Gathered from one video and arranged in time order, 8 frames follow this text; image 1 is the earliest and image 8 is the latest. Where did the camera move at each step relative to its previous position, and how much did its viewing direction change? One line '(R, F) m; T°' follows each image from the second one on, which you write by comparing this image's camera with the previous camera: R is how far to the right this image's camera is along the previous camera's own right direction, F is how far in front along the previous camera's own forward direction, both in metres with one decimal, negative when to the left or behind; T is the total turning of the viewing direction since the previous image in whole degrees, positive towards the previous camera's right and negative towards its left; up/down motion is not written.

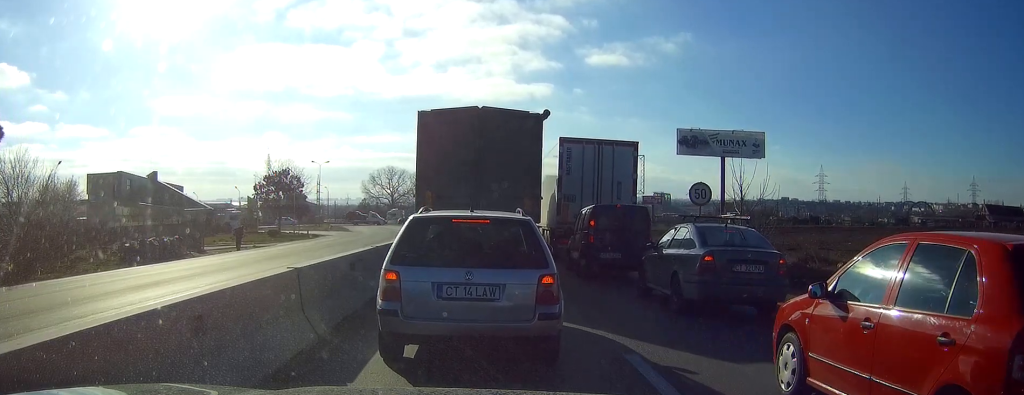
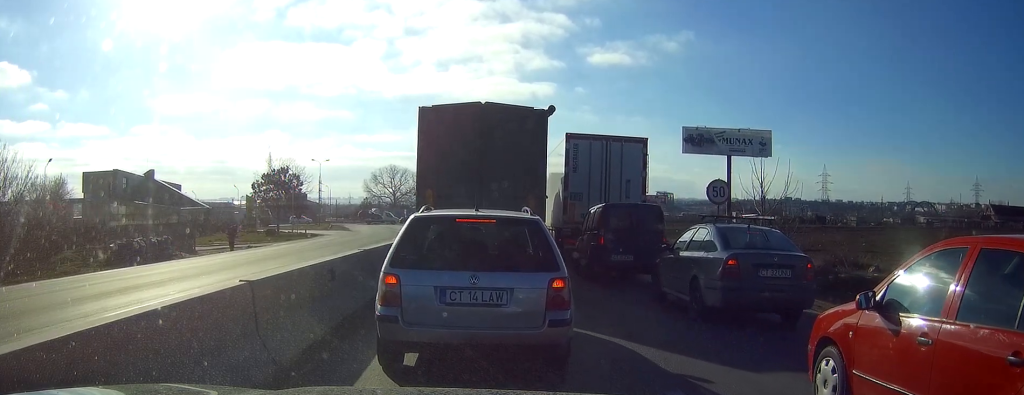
(+0.4, +1.5) m; +1°
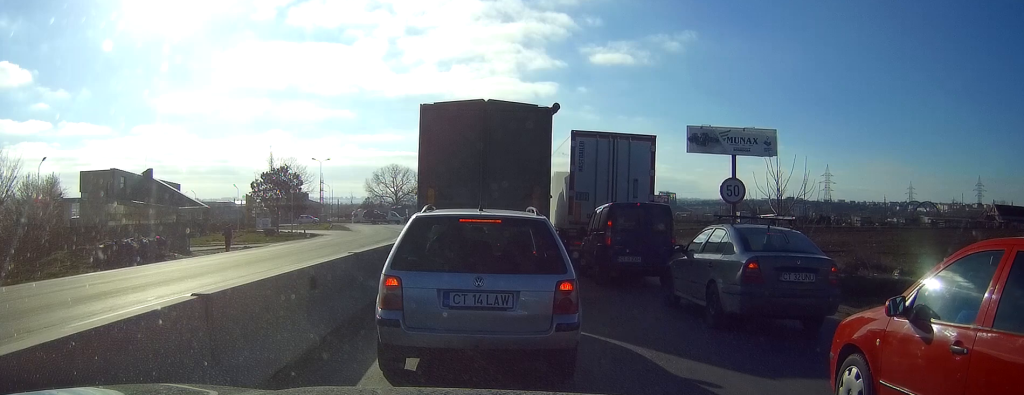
(0.0, +1.1) m; 0°
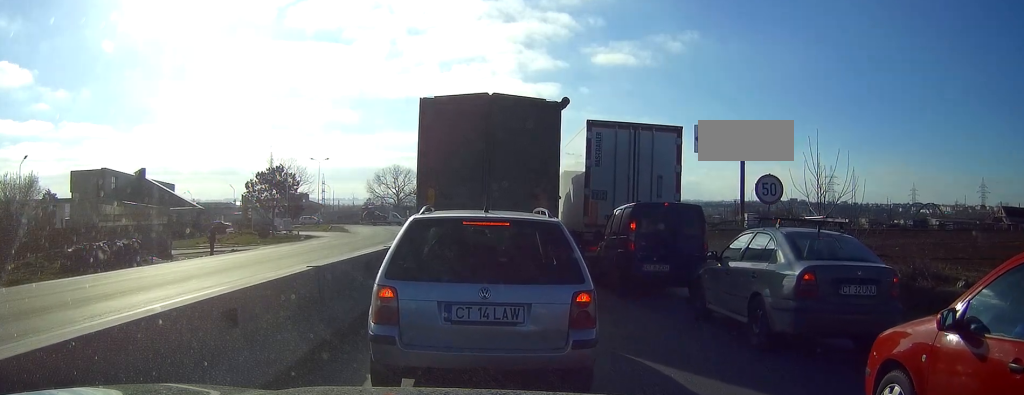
(-0.4, +2.7) m; 0°
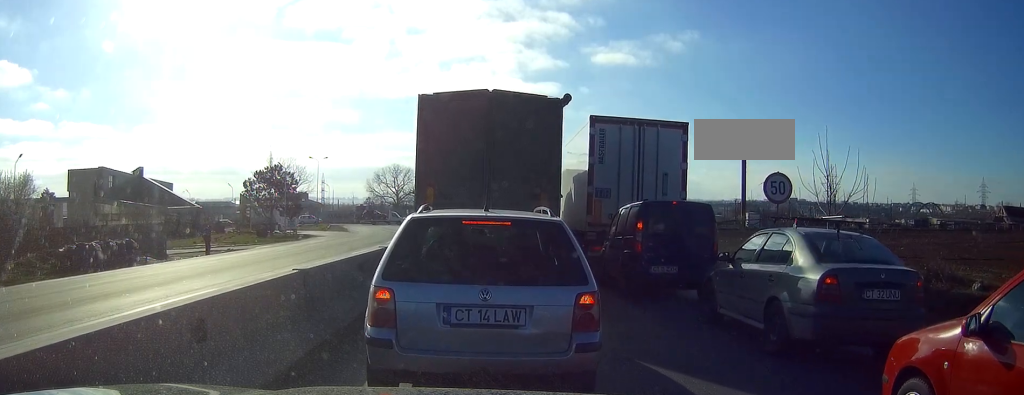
(-0.1, +0.5) m; 0°
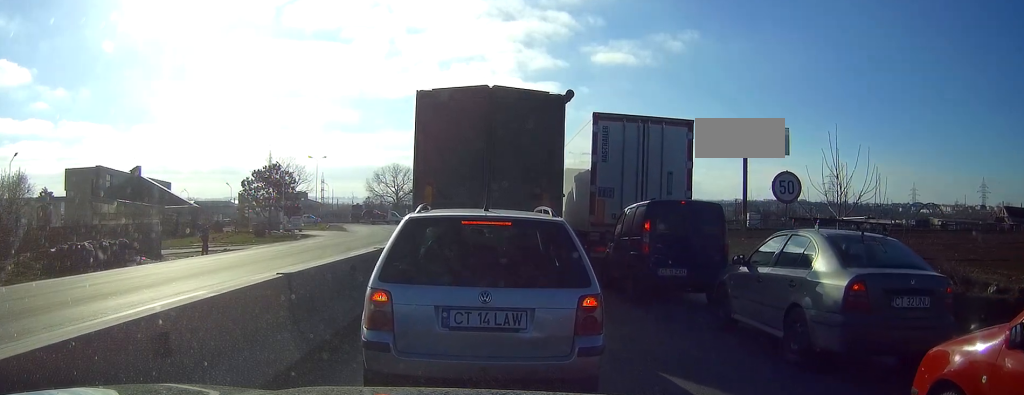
(-0.1, +0.6) m; 0°
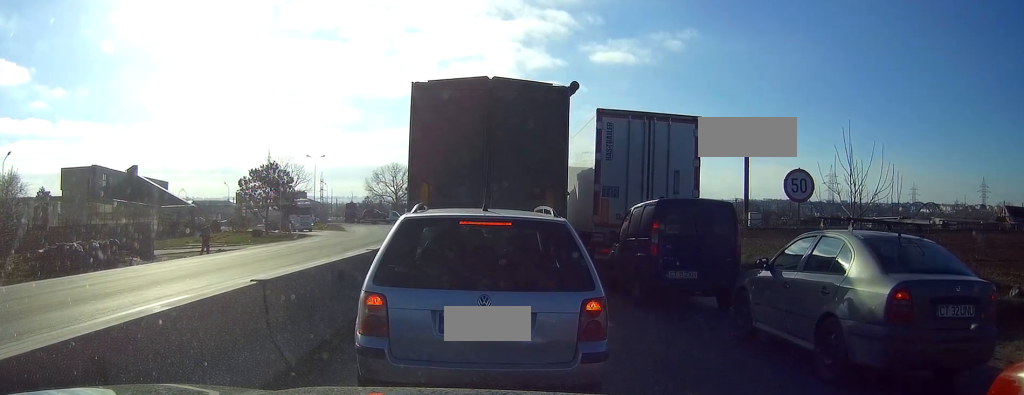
(-0.1, +0.8) m; 0°
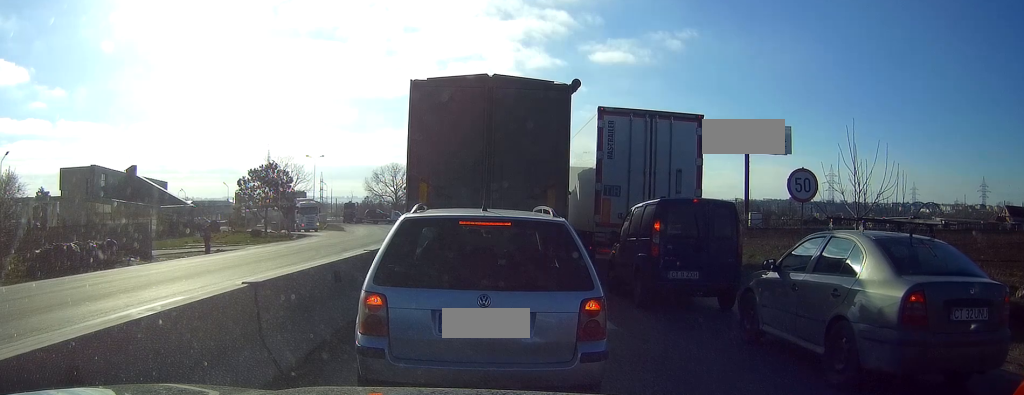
(-0.1, +0.4) m; 0°
